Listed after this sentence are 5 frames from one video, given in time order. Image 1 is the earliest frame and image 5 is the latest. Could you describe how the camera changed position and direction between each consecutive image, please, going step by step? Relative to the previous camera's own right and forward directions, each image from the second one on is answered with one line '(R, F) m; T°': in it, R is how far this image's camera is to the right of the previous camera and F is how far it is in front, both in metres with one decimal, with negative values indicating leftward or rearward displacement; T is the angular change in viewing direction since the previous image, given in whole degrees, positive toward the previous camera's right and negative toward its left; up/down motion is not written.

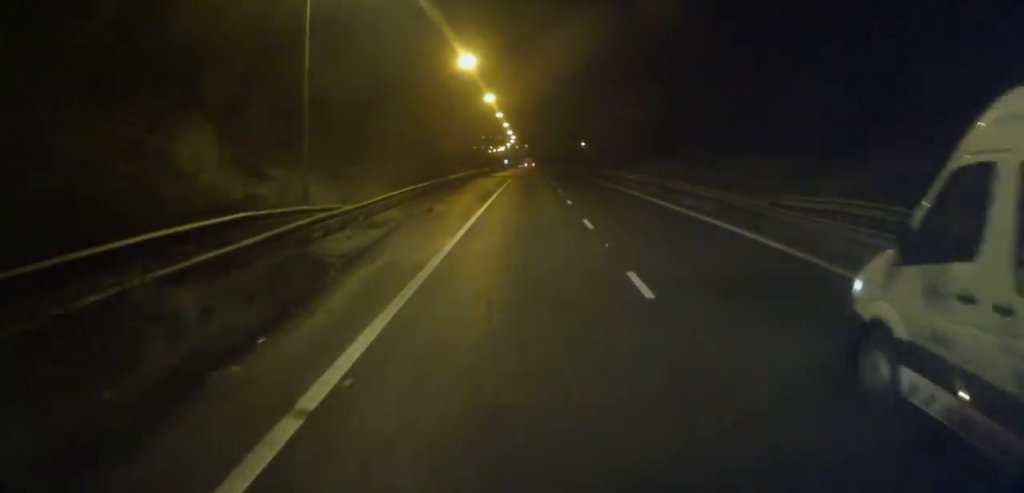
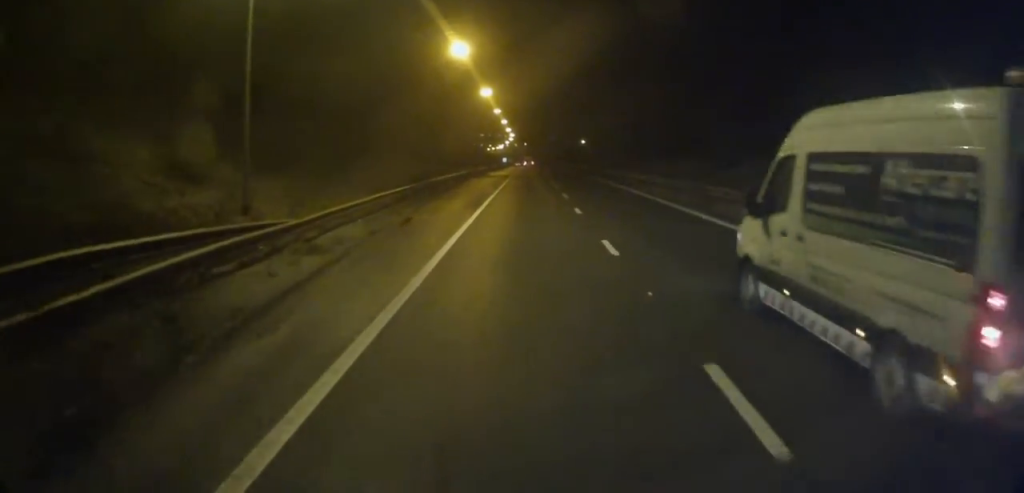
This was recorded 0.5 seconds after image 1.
(0.0, +5.0) m; 0°
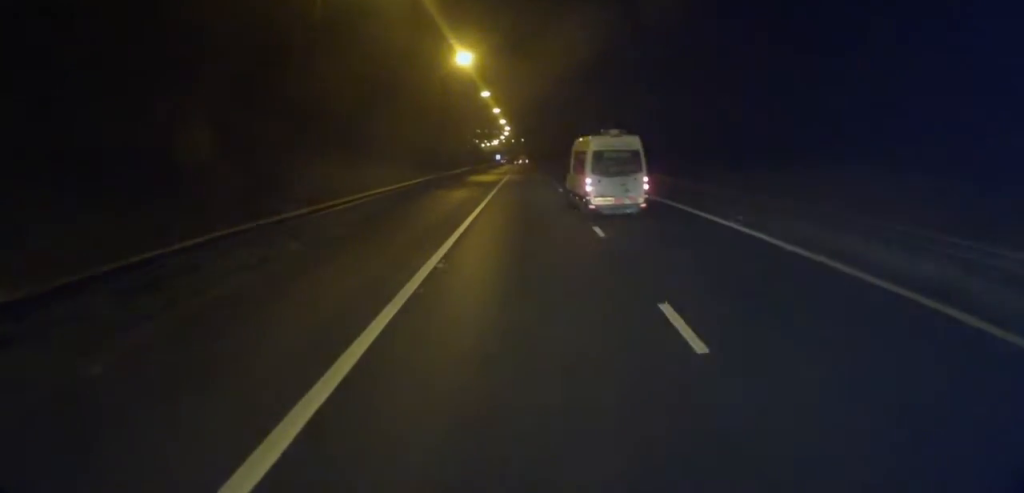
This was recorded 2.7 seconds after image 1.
(+0.7, +23.5) m; +1°
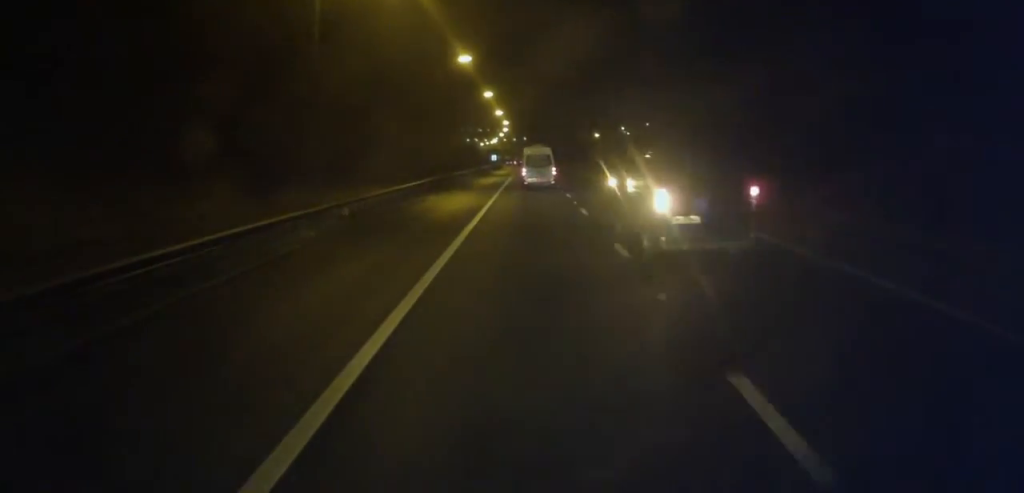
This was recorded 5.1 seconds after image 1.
(-0.4, +28.4) m; 0°
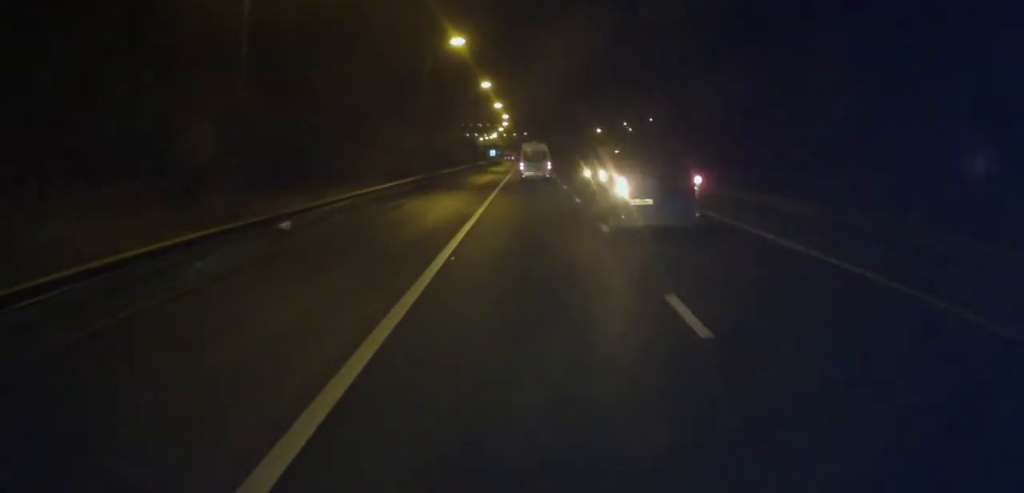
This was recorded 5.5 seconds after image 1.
(0.0, +5.6) m; 0°
